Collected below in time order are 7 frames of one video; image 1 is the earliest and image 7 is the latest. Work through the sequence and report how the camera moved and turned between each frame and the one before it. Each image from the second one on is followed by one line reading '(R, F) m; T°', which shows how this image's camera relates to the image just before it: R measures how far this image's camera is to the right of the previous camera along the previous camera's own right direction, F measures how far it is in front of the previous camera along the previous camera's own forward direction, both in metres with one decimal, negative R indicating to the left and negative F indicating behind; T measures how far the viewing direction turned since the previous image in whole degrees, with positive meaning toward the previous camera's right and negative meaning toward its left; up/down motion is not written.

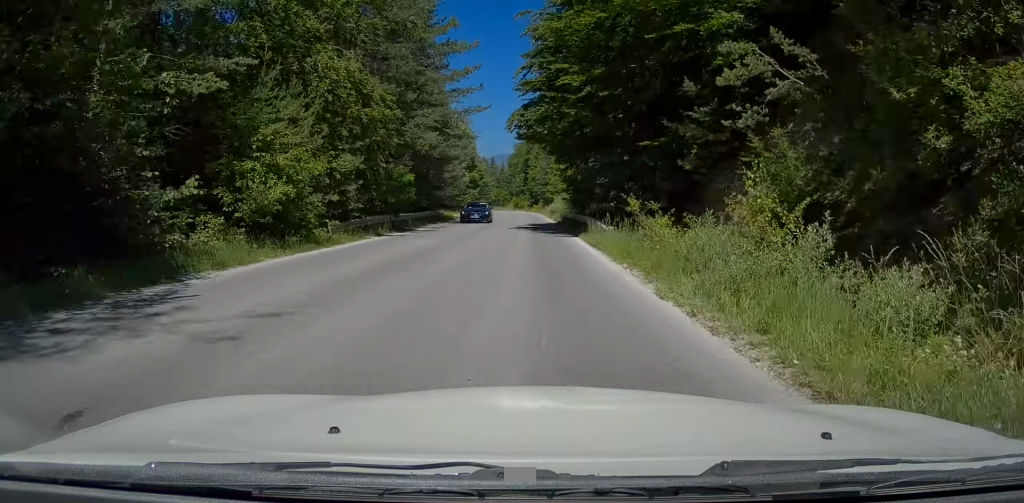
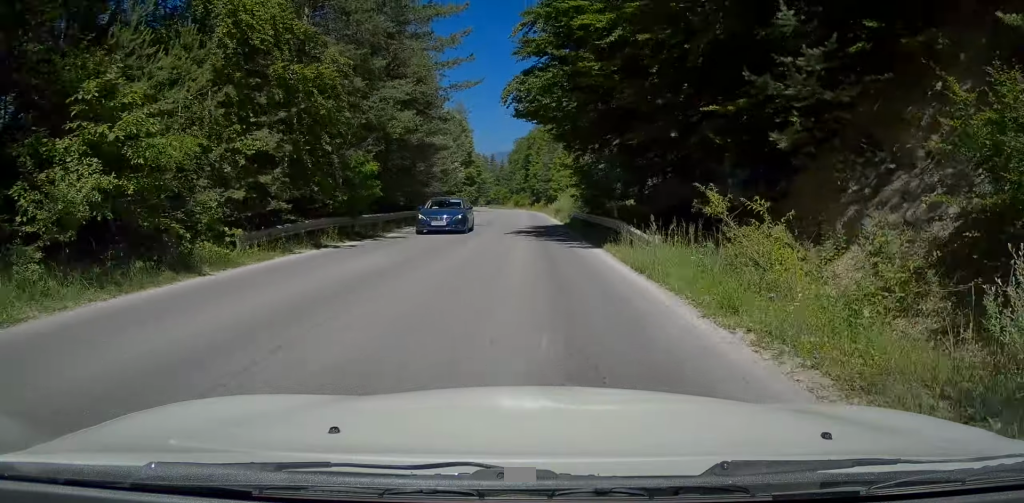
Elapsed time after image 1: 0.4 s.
(-0.1, +6.6) m; -1°
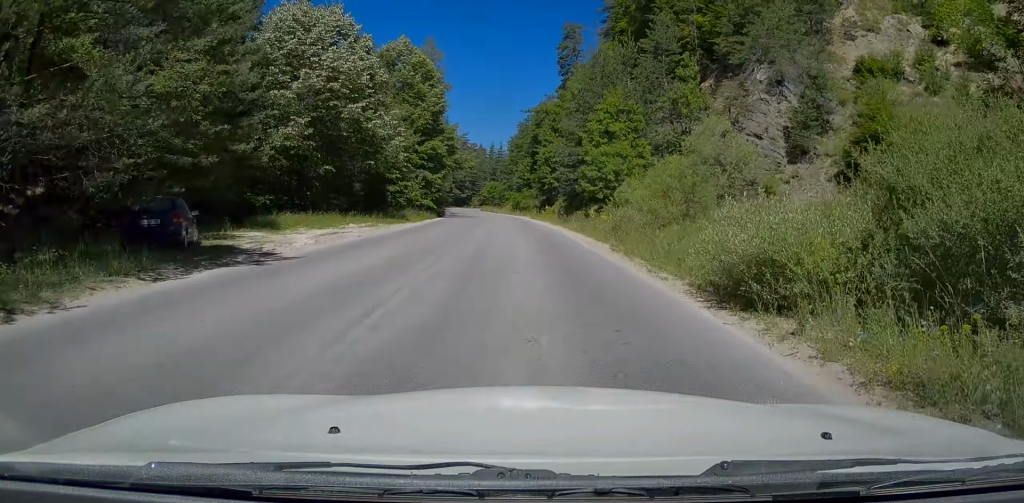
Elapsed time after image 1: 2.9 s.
(+0.8, +37.5) m; +2°
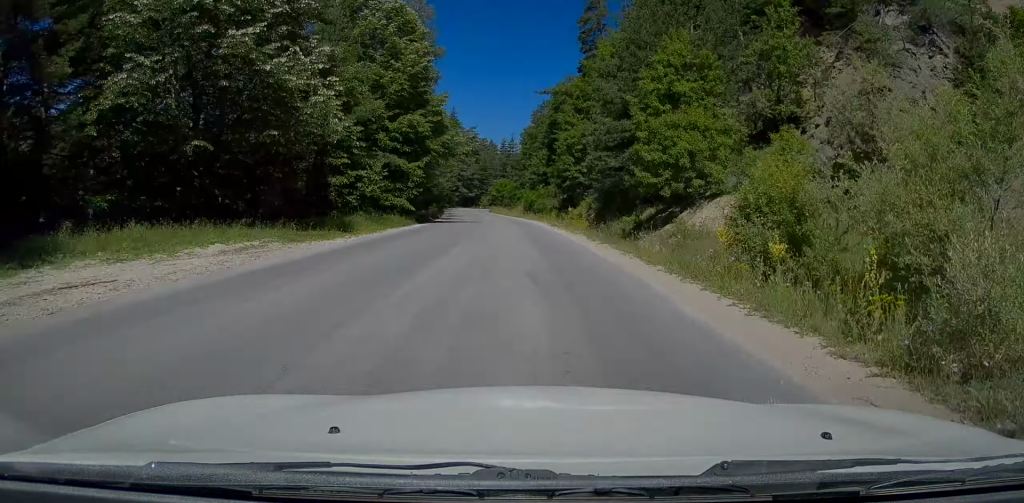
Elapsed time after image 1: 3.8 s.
(-0.2, +14.5) m; -2°
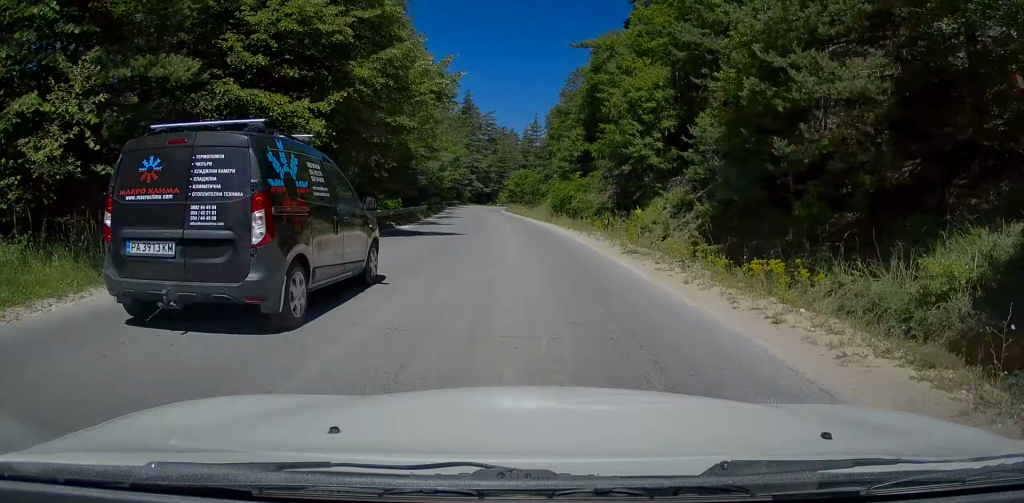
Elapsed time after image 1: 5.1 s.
(-0.7, +19.8) m; -4°
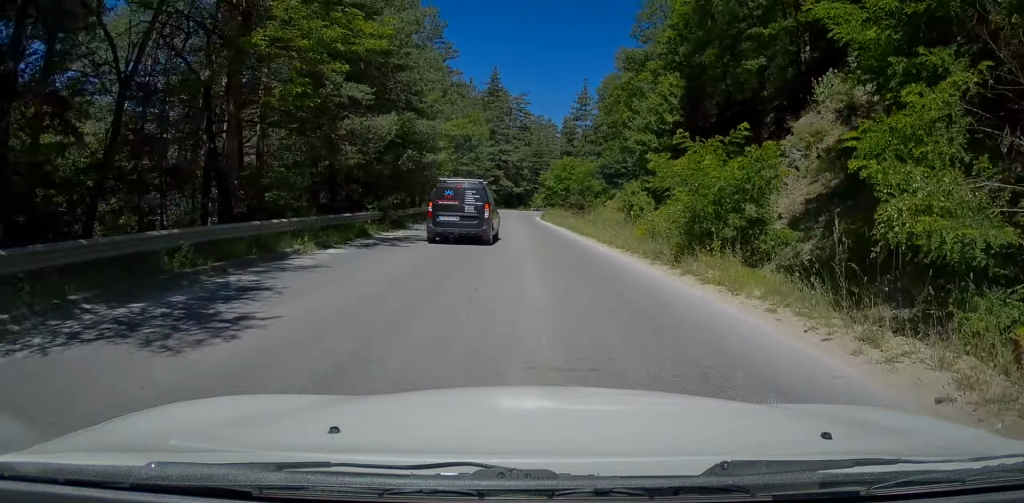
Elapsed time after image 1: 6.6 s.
(-0.5, +25.4) m; -2°
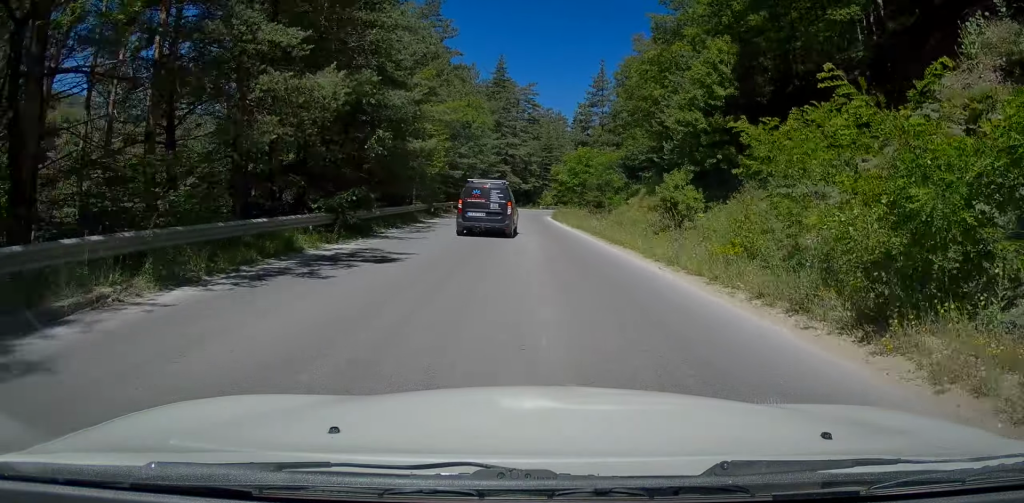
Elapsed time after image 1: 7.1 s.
(-0.2, +7.1) m; 0°
